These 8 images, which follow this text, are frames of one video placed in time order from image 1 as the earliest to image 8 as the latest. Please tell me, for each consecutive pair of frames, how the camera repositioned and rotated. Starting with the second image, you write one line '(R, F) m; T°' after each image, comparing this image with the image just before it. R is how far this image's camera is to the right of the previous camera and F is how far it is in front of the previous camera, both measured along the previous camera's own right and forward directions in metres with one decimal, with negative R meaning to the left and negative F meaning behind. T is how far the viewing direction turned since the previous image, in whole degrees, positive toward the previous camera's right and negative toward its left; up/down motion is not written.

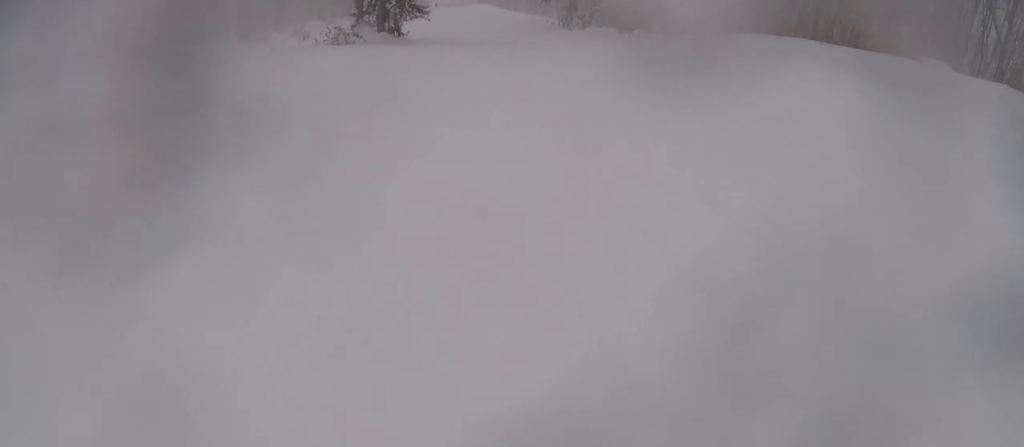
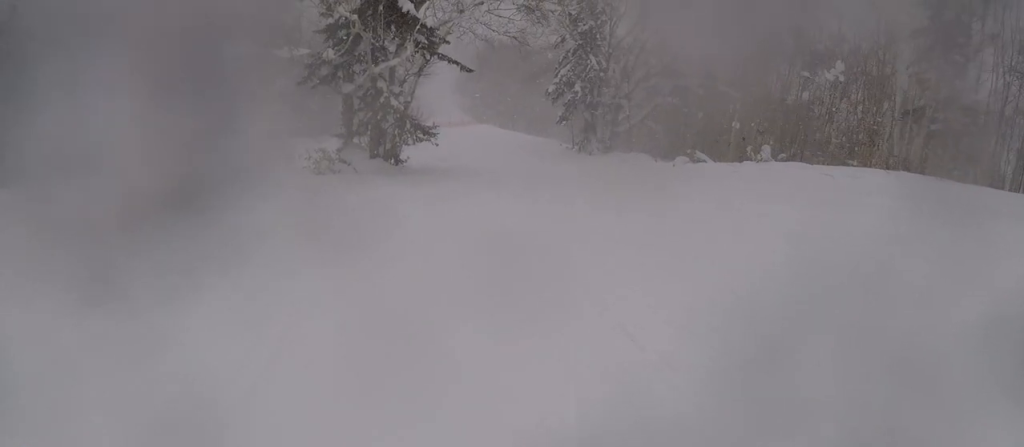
(+0.6, +7.7) m; +5°
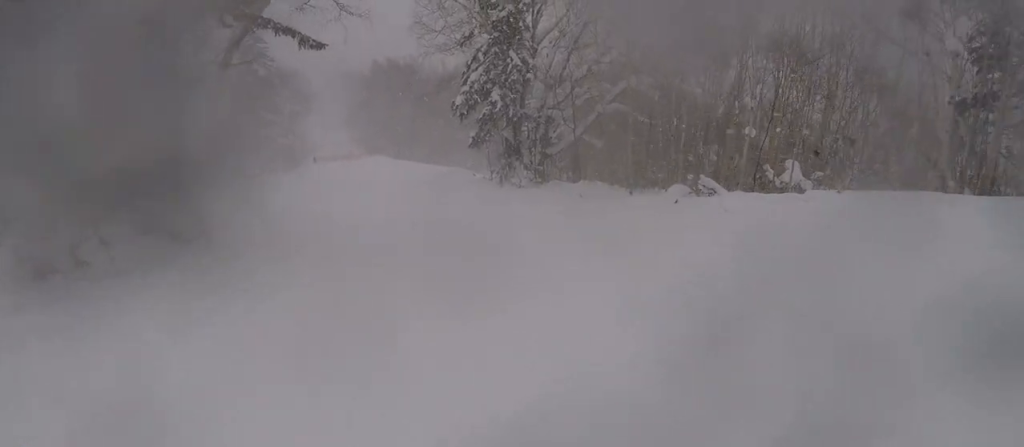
(+0.3, +13.2) m; -9°
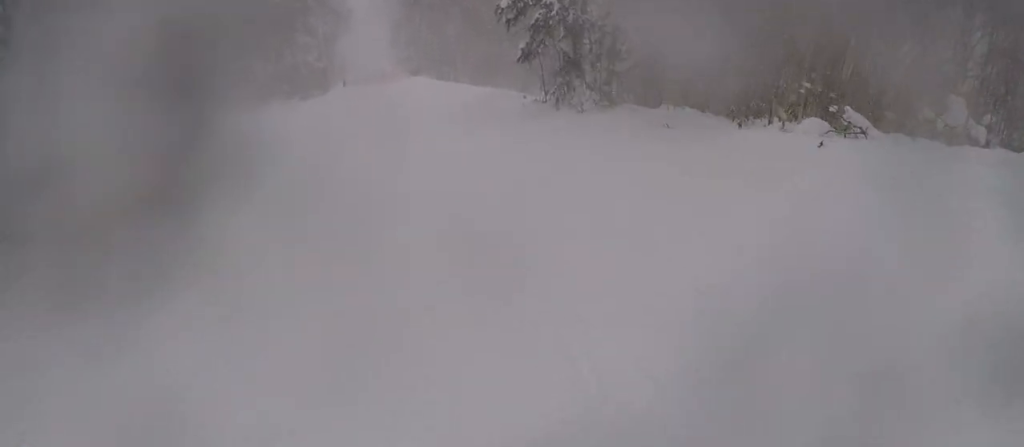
(-1.1, +6.0) m; -8°
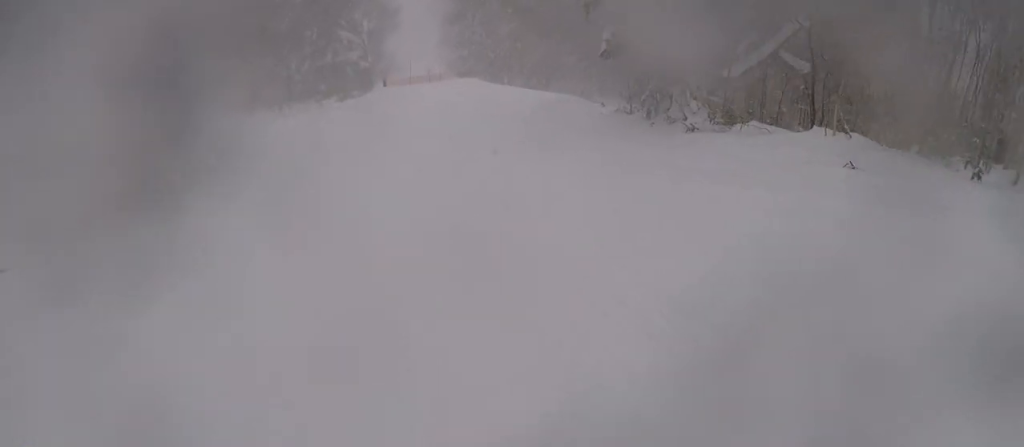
(-0.4, +6.8) m; +1°
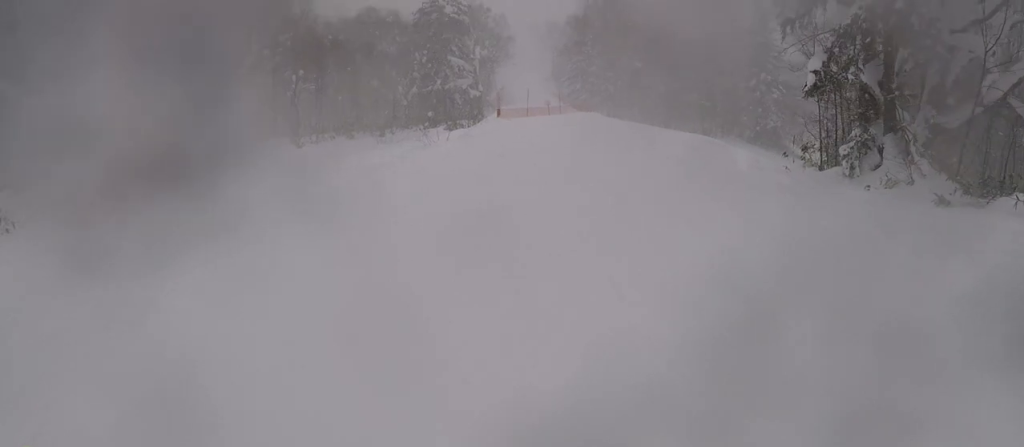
(-0.1, +5.6) m; +6°
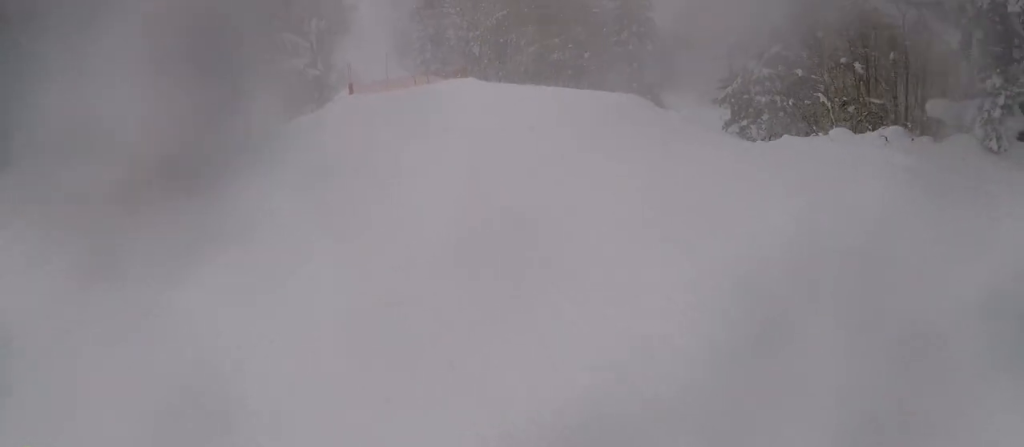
(+1.2, +8.2) m; +10°
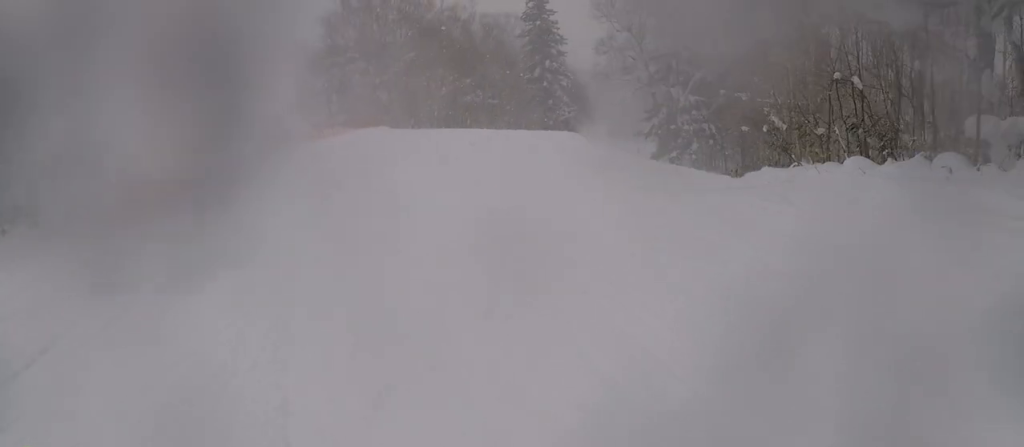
(+0.2, +3.2) m; -1°
